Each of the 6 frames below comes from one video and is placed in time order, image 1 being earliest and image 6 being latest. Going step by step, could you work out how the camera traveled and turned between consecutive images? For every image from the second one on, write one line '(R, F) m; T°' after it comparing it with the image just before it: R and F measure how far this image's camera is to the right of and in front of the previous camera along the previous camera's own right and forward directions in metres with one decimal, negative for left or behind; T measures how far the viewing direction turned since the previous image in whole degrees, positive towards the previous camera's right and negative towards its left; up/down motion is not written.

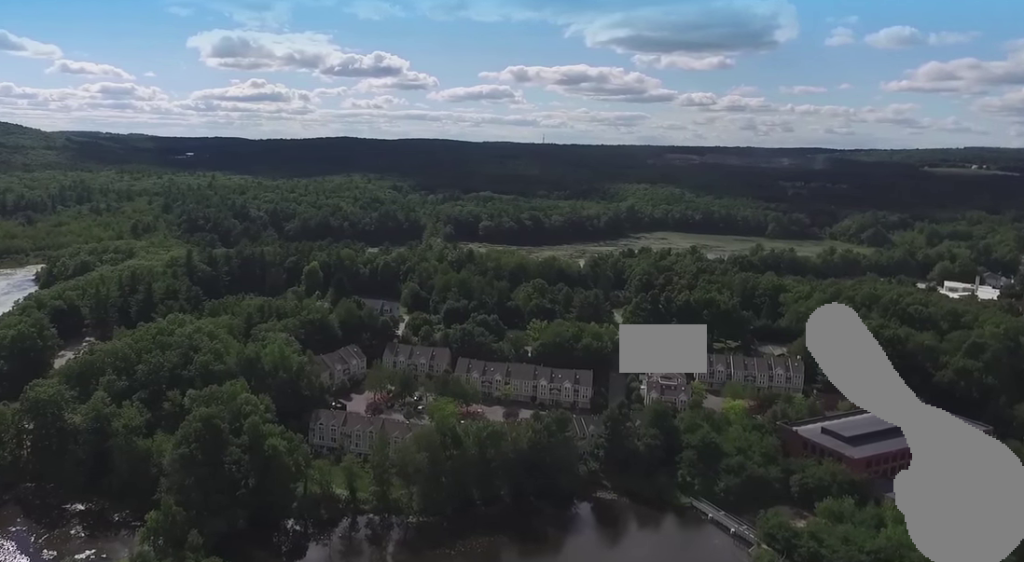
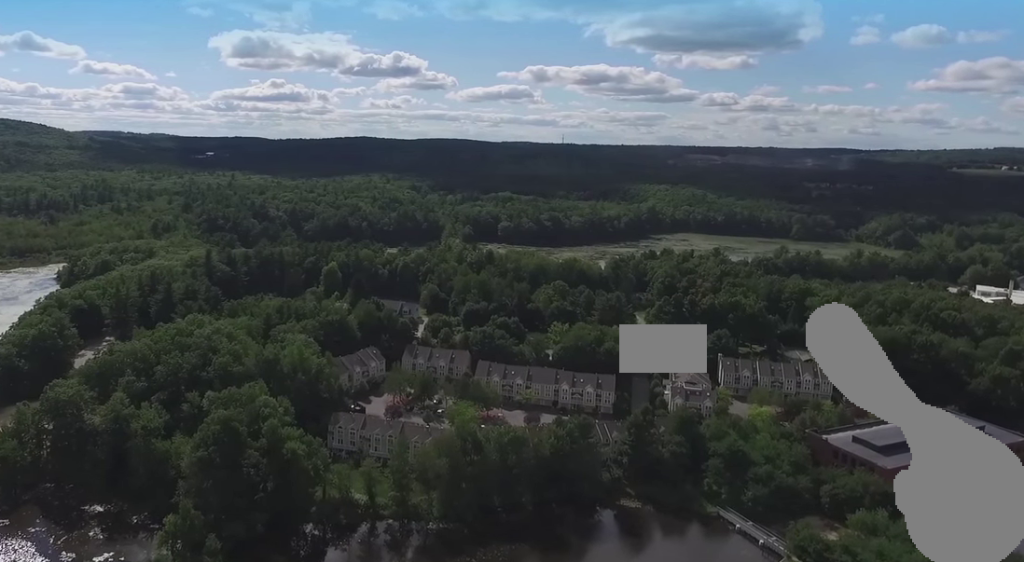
(-0.1, +2.9) m; -3°
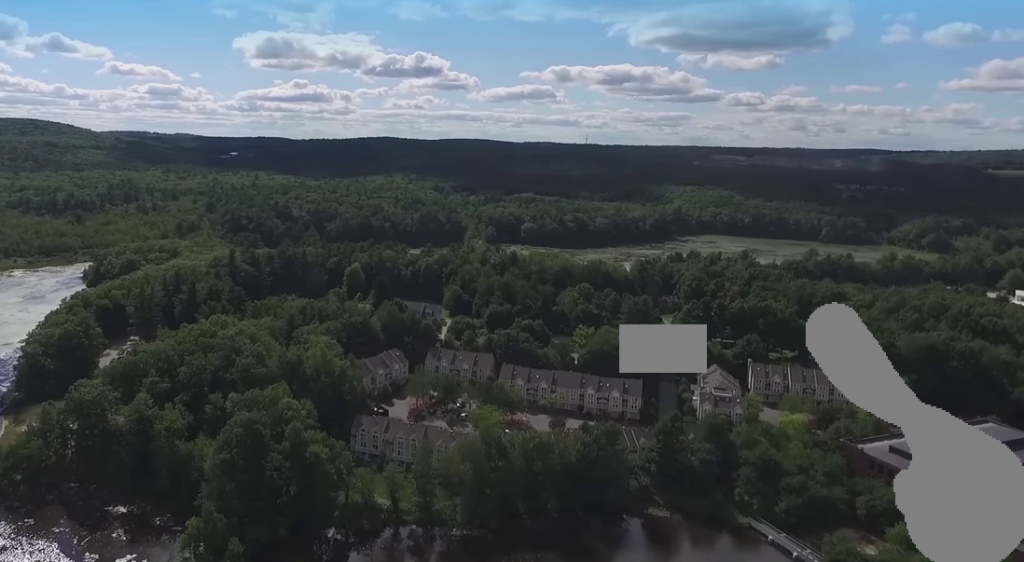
(-0.1, +2.6) m; -3°
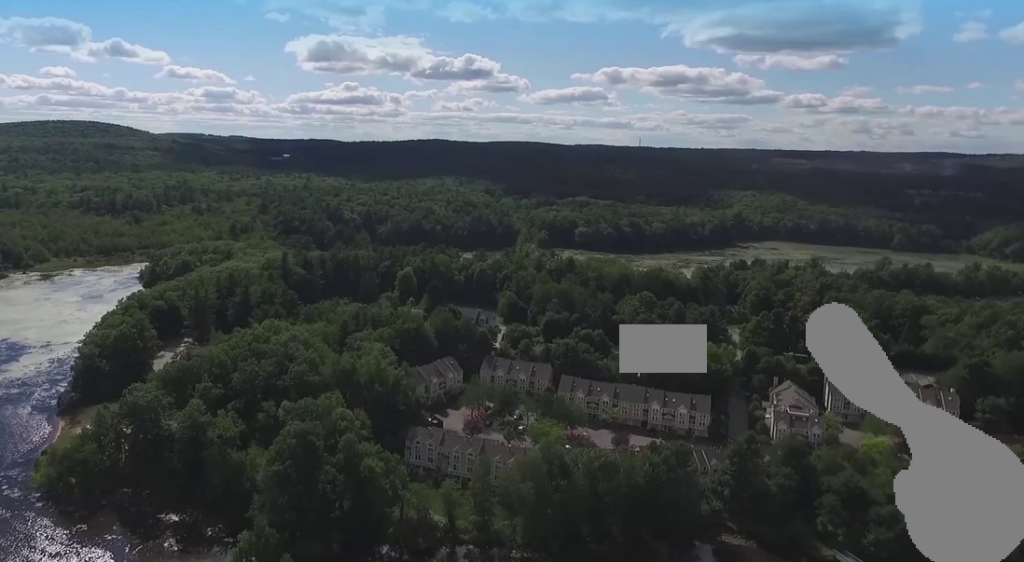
(-0.3, +8.1) m; -2°
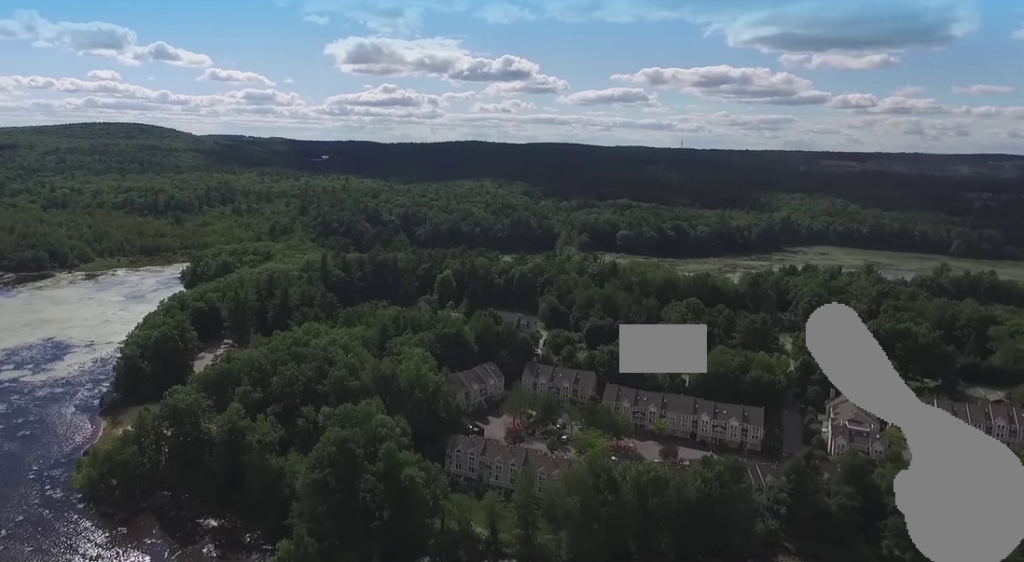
(-0.1, +4.5) m; -3°
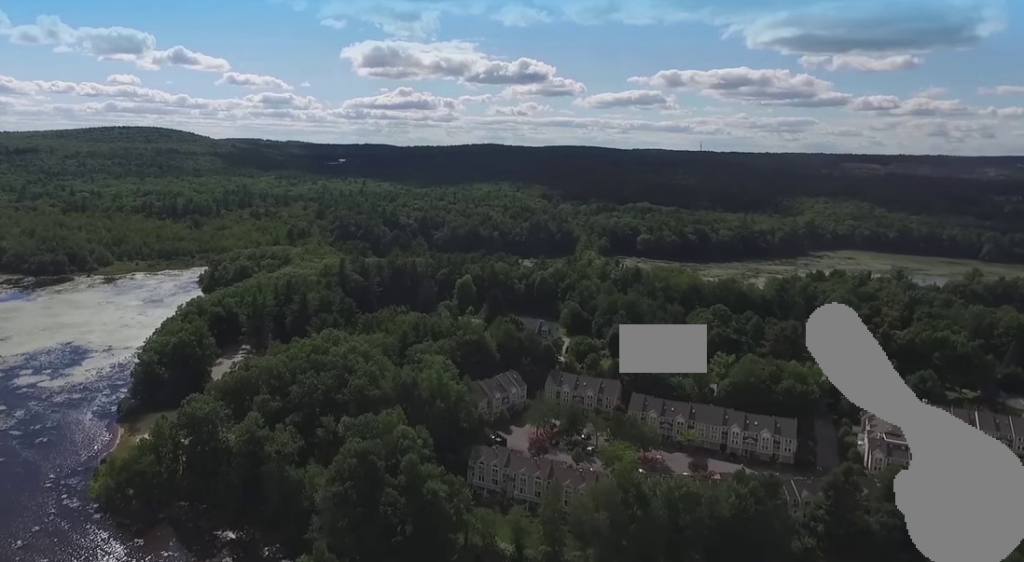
(-0.1, +4.7) m; -3°
